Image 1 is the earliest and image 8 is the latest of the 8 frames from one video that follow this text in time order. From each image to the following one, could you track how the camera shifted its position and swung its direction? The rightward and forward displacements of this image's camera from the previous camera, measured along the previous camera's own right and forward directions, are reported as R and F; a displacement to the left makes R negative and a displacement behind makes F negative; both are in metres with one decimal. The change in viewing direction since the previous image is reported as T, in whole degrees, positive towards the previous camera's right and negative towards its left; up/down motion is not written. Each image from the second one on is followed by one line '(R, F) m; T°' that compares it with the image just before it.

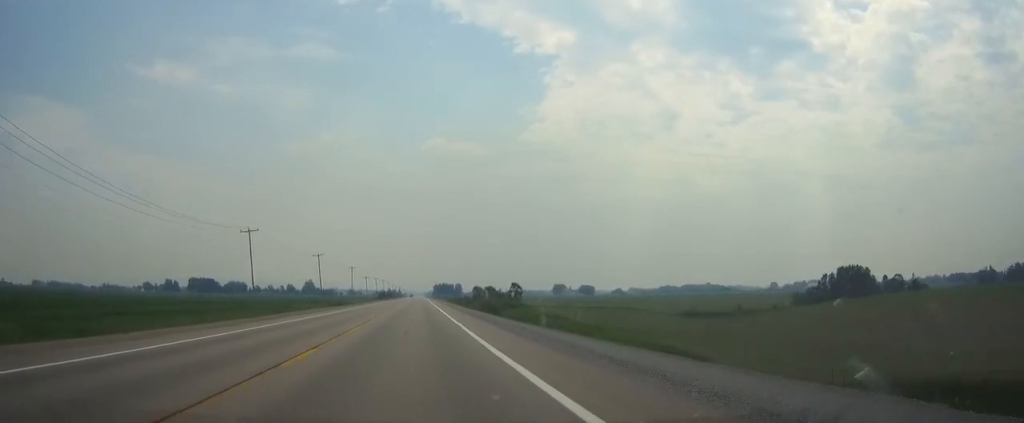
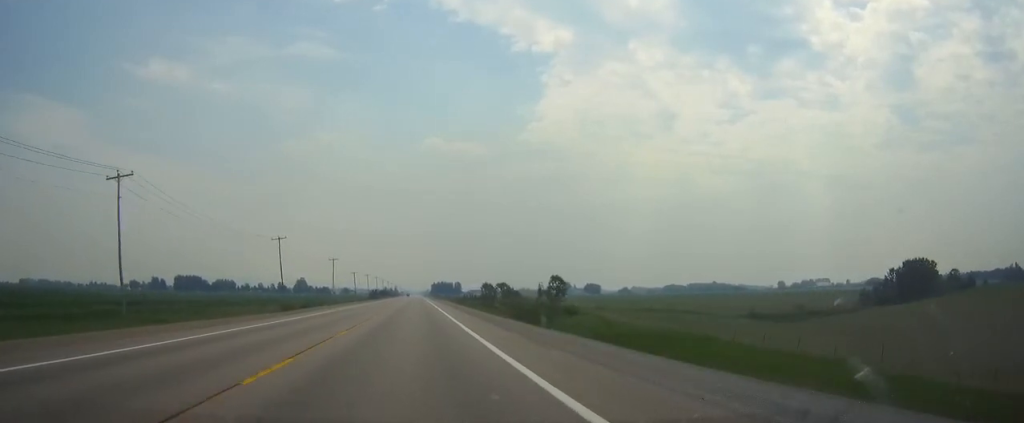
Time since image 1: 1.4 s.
(+0.1, +38.3) m; 0°
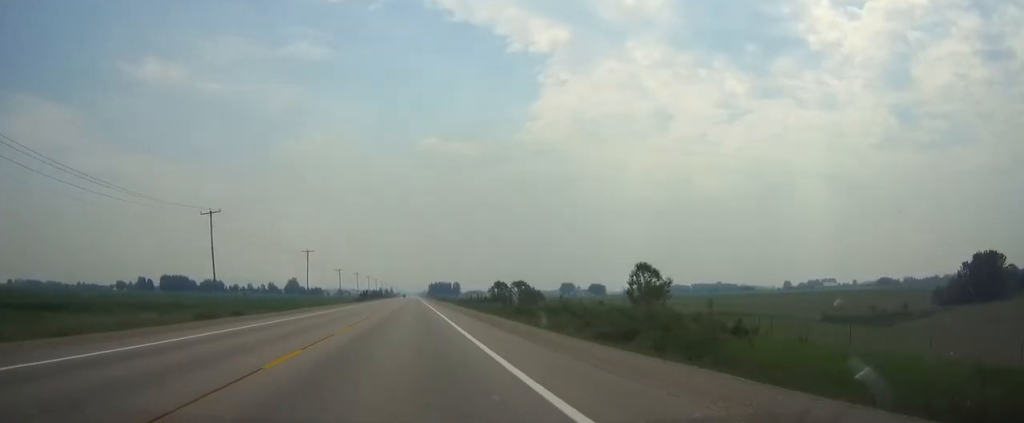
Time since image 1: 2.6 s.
(0.0, +34.4) m; 0°
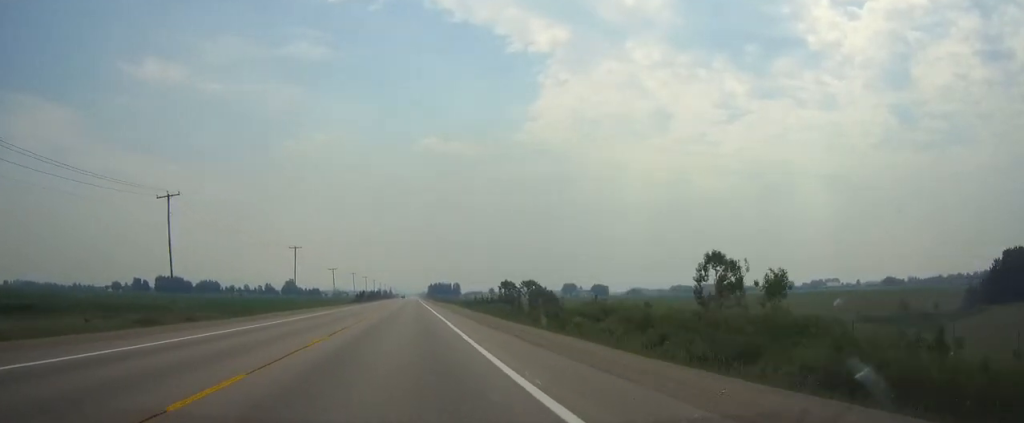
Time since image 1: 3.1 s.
(+0.1, +13.0) m; 0°
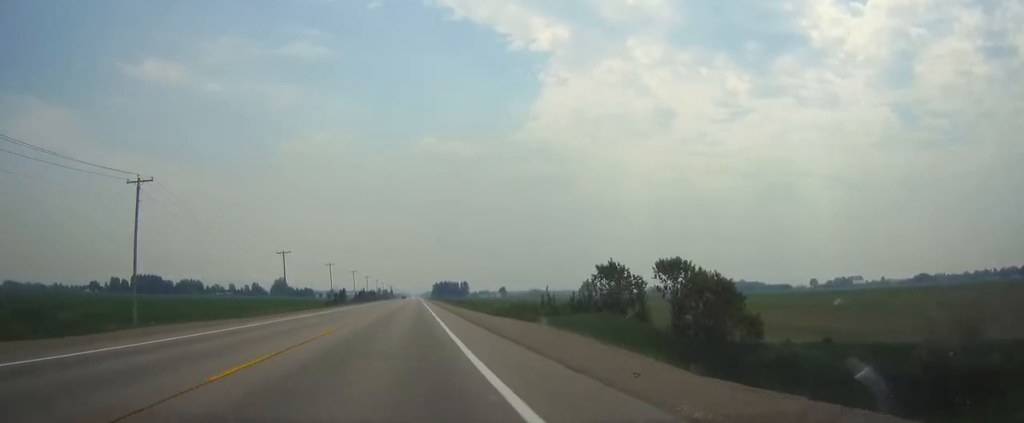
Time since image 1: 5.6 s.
(-0.3, +70.1) m; -1°
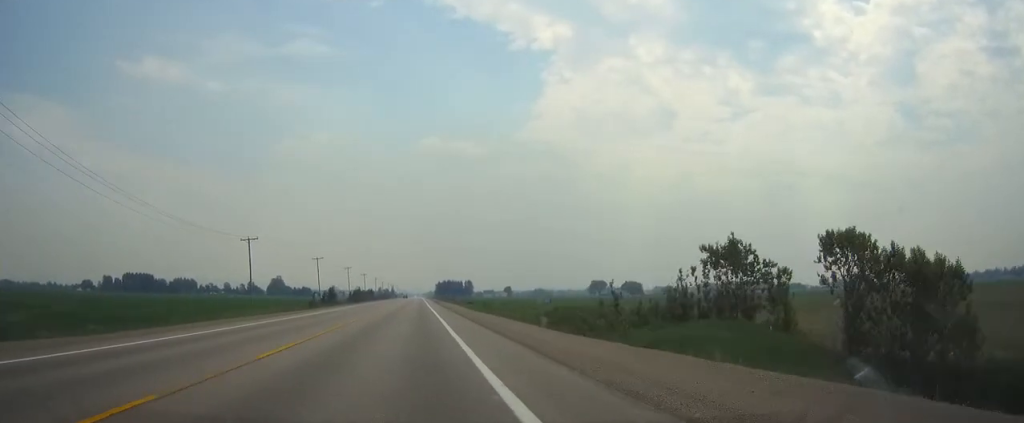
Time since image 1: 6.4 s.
(0.0, +24.5) m; 0°
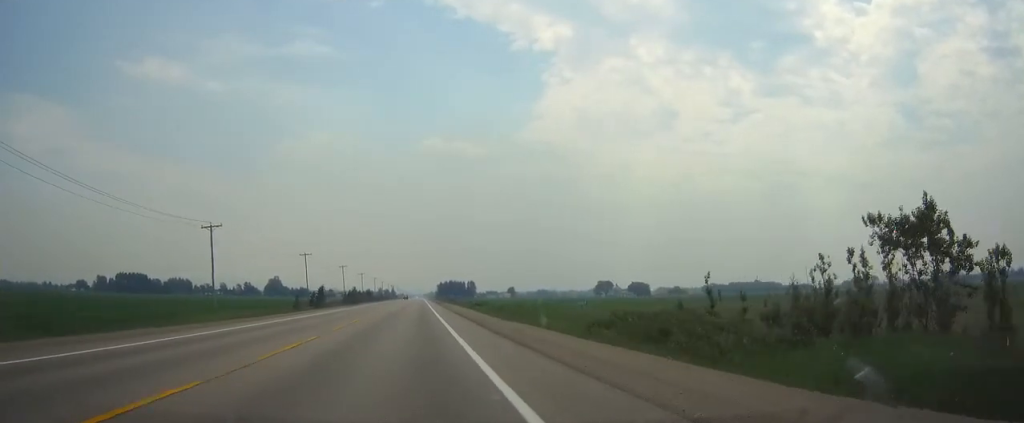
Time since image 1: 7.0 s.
(0.0, +17.0) m; 0°
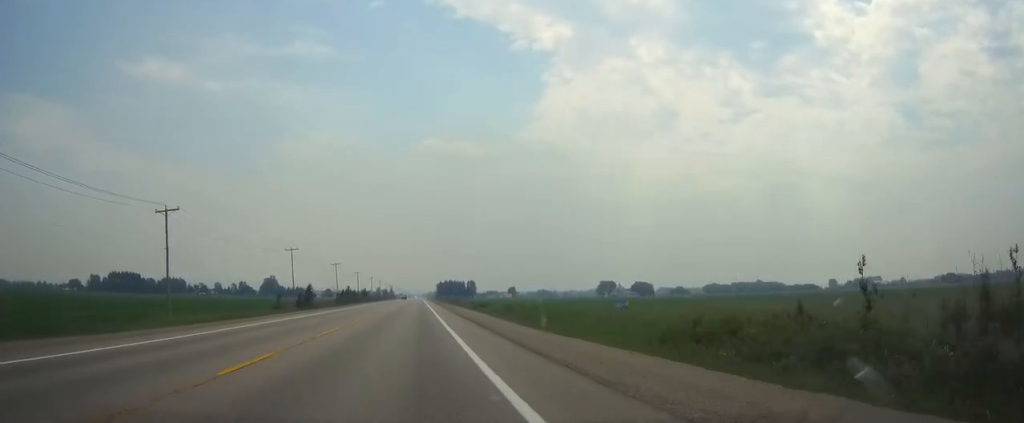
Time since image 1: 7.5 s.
(0.0, +13.2) m; 0°
